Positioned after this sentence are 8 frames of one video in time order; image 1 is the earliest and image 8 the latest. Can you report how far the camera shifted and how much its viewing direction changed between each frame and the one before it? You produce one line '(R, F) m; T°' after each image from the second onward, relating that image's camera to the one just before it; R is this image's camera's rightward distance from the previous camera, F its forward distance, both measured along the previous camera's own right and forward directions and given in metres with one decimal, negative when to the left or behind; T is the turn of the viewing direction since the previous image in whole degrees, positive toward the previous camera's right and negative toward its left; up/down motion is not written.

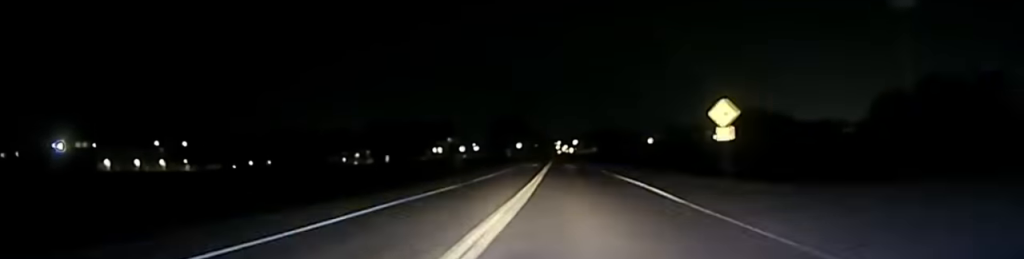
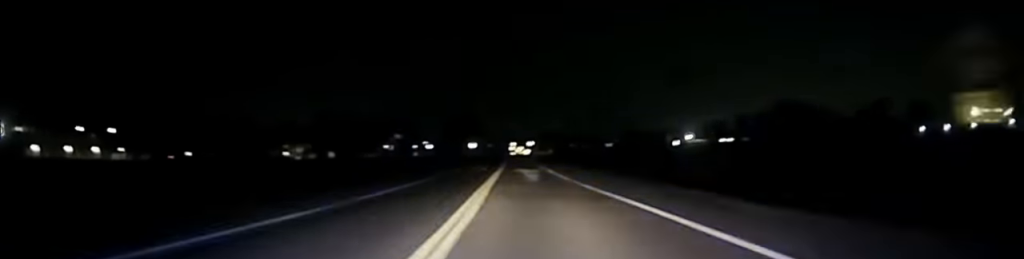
(+0.3, +24.3) m; +1°
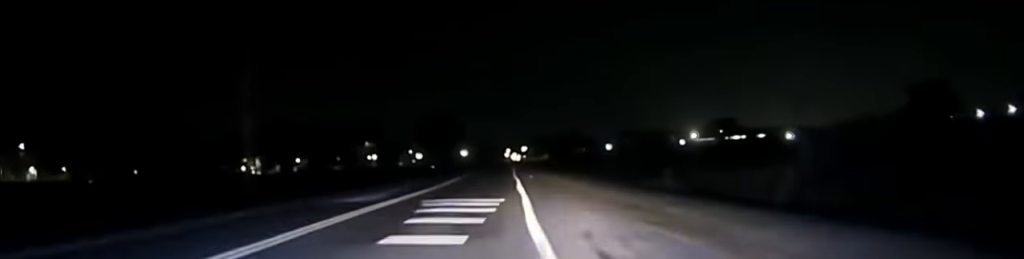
(+0.3, +48.9) m; -1°
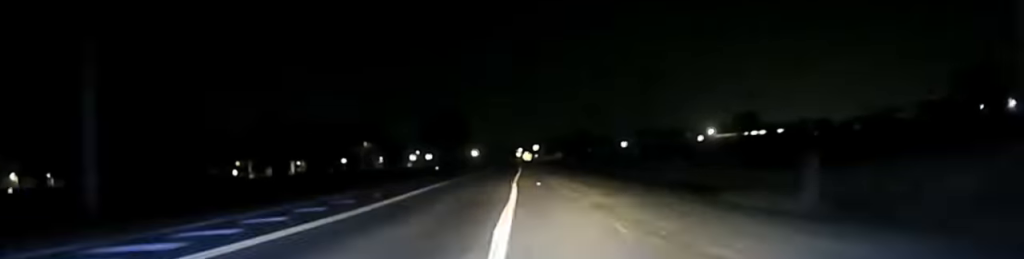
(-0.2, +18.8) m; -1°
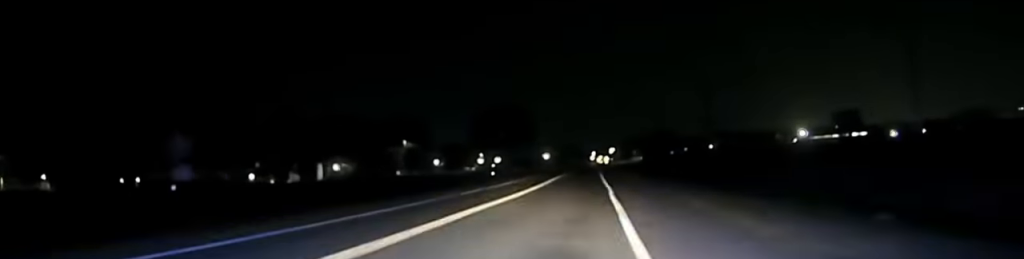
(-1.5, +50.4) m; -2°
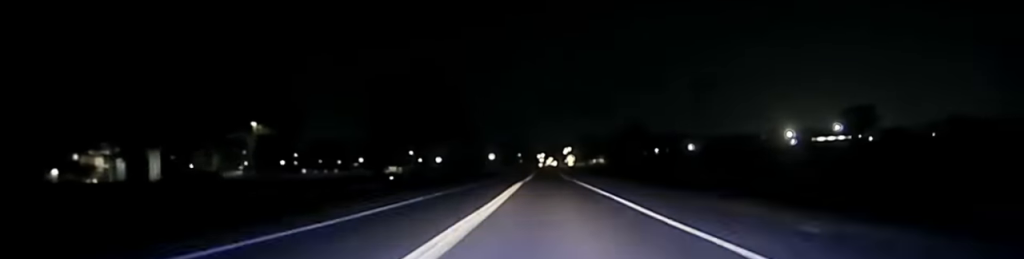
(+1.2, +85.5) m; +3°
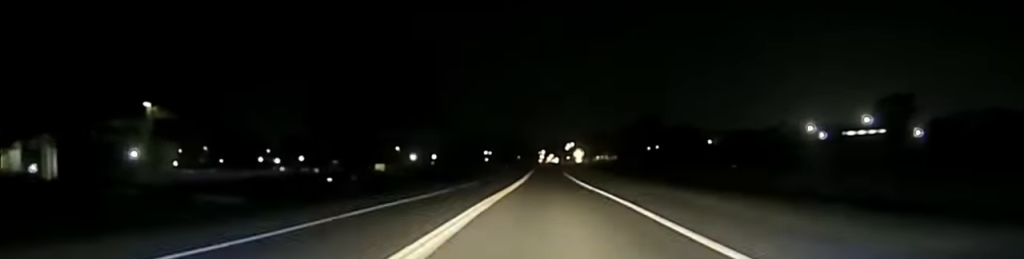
(+0.8, +42.9) m; 0°
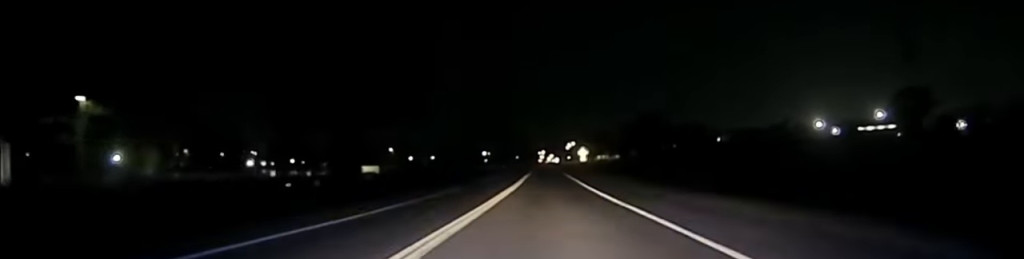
(0.0, +19.6) m; 0°
